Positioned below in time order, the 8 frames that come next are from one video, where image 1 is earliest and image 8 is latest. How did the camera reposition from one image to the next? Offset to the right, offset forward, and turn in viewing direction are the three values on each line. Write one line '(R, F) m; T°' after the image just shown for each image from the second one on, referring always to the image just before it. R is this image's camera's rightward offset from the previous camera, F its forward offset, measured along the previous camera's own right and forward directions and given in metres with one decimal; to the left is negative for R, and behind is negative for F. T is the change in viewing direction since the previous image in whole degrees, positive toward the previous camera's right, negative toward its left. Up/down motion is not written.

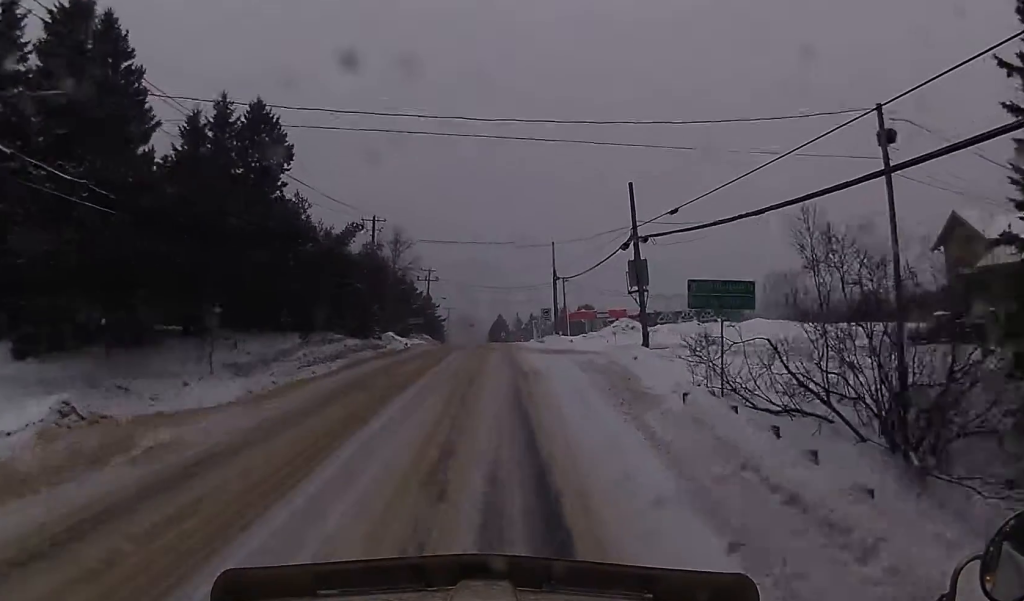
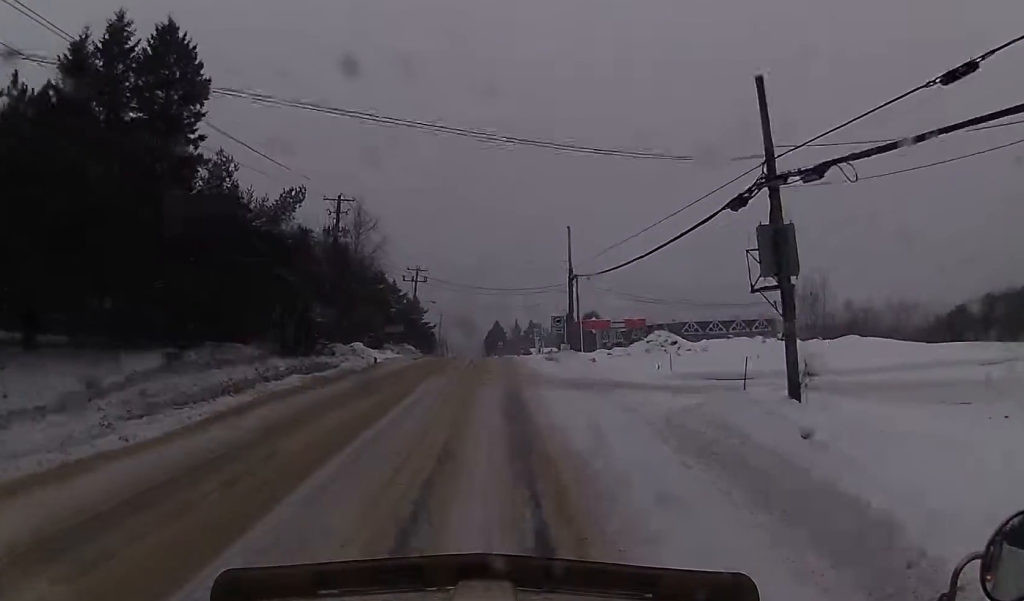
(+0.3, +16.9) m; +1°
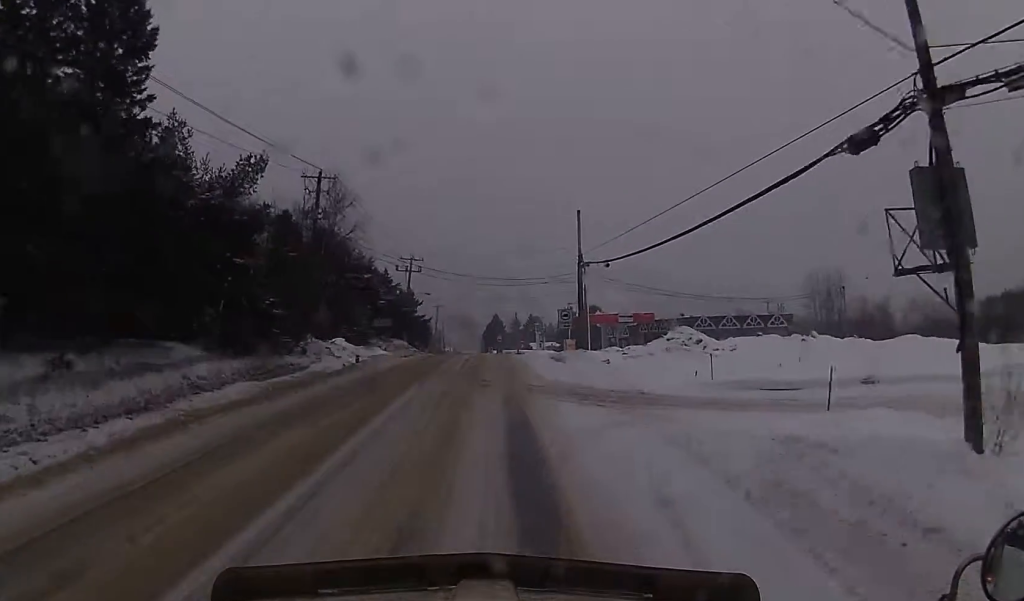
(0.0, +6.7) m; -1°
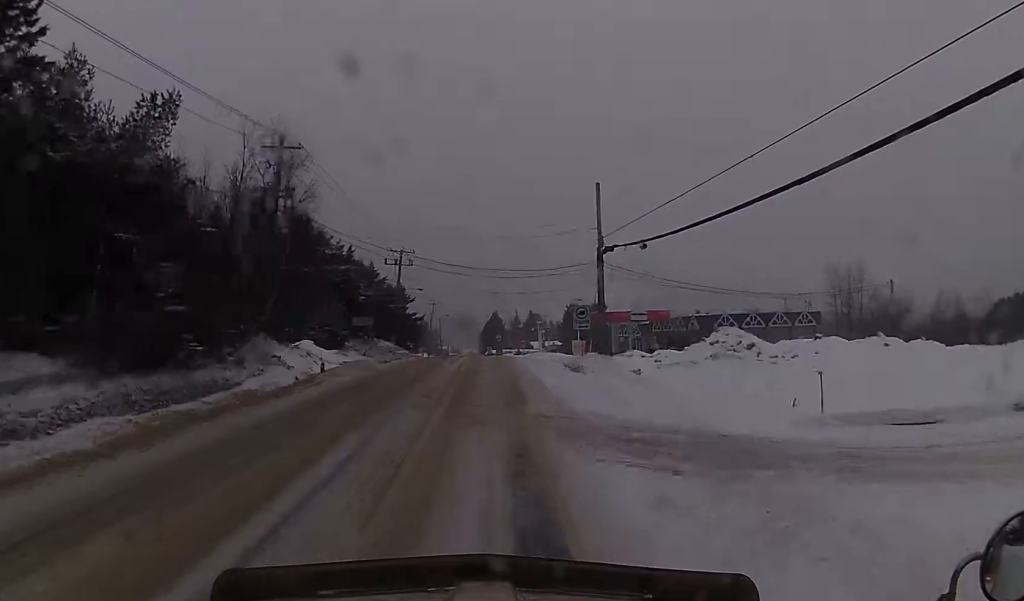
(+0.1, +9.8) m; -1°
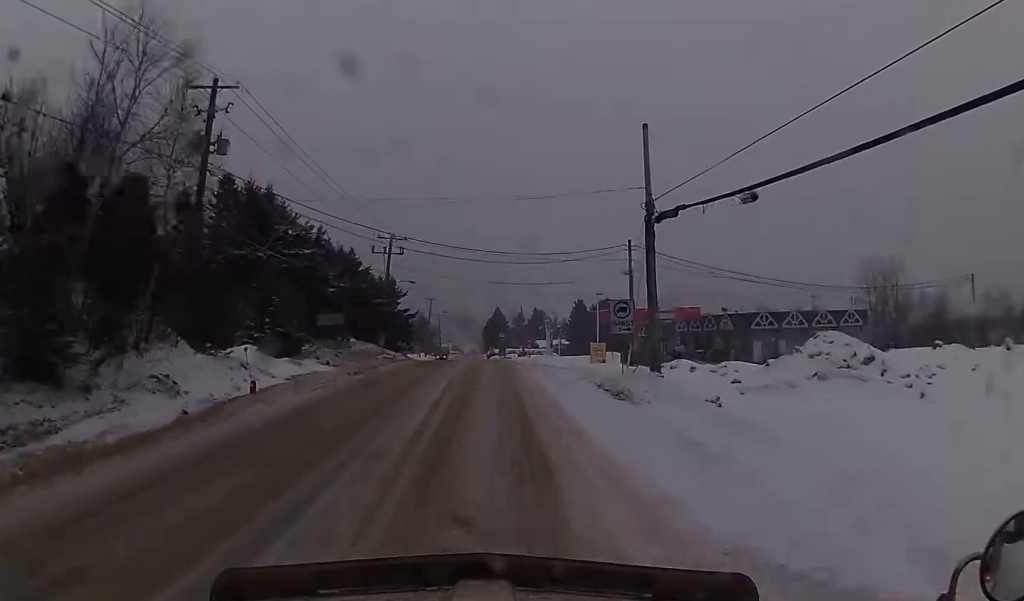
(-0.5, +11.9) m; +1°
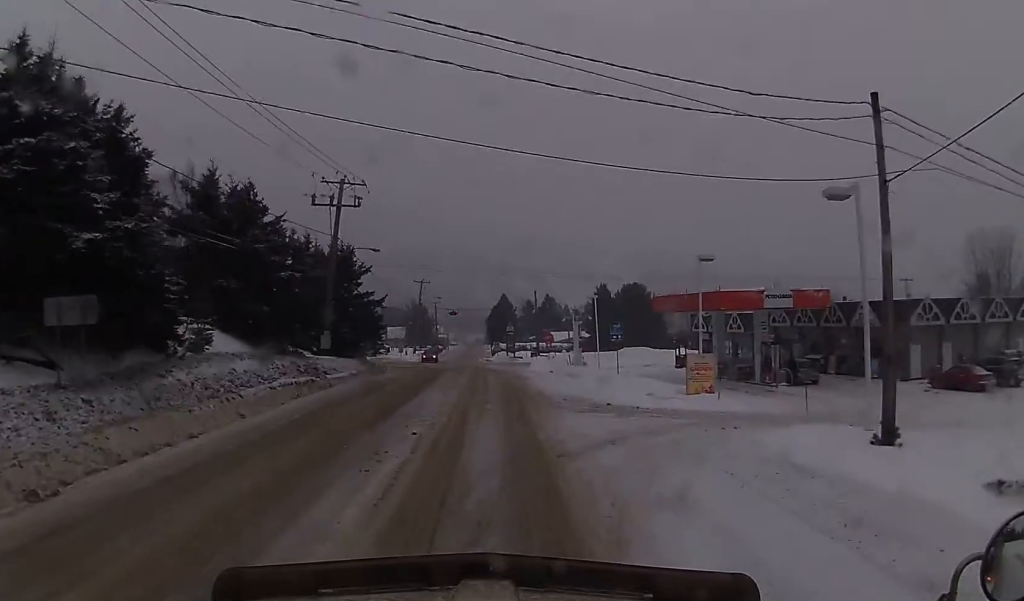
(+0.7, +29.1) m; +1°
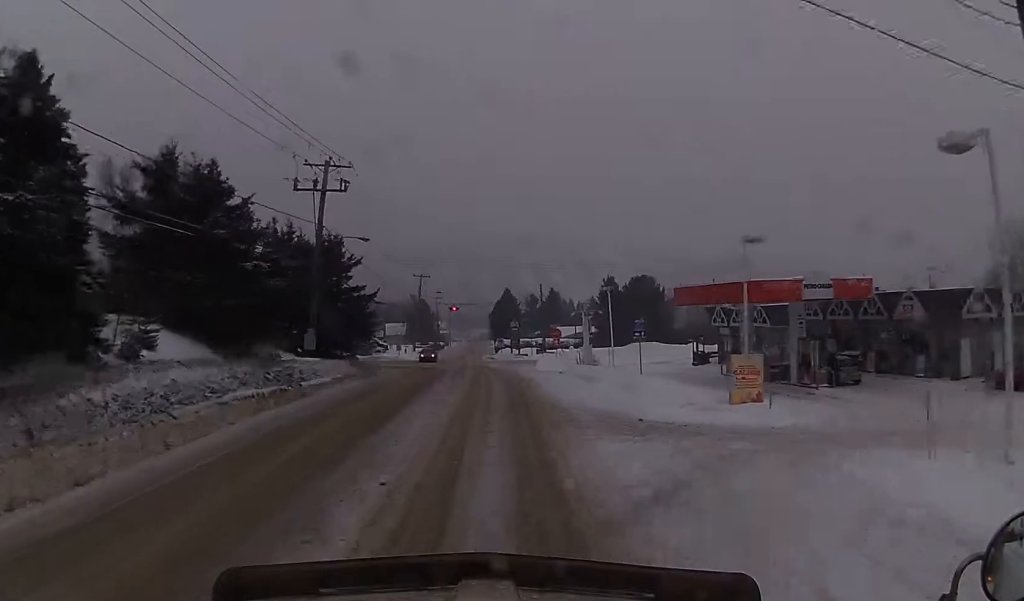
(0.0, +5.4) m; 0°
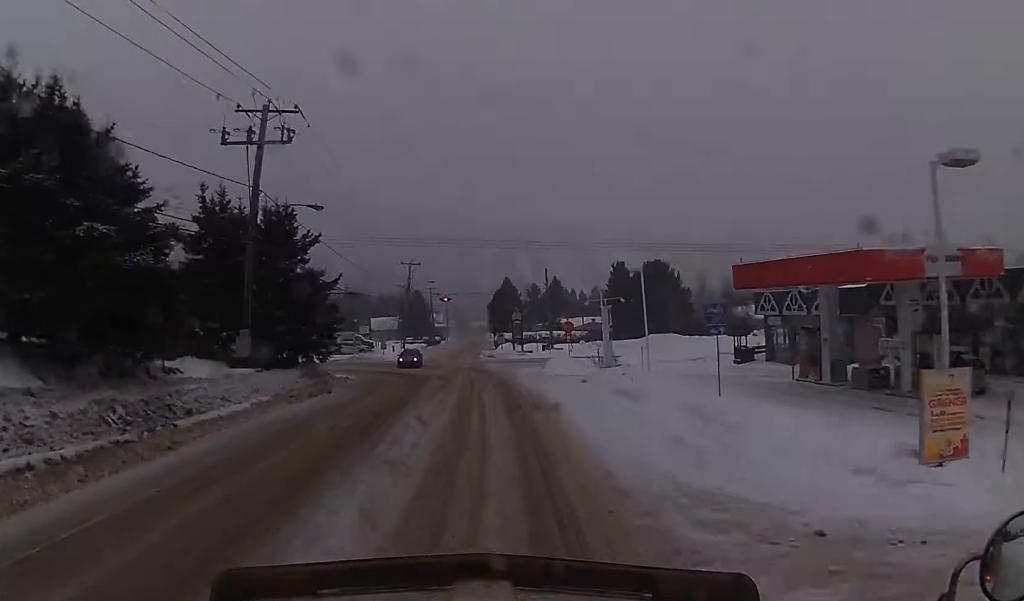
(+0.1, +12.2) m; -1°
